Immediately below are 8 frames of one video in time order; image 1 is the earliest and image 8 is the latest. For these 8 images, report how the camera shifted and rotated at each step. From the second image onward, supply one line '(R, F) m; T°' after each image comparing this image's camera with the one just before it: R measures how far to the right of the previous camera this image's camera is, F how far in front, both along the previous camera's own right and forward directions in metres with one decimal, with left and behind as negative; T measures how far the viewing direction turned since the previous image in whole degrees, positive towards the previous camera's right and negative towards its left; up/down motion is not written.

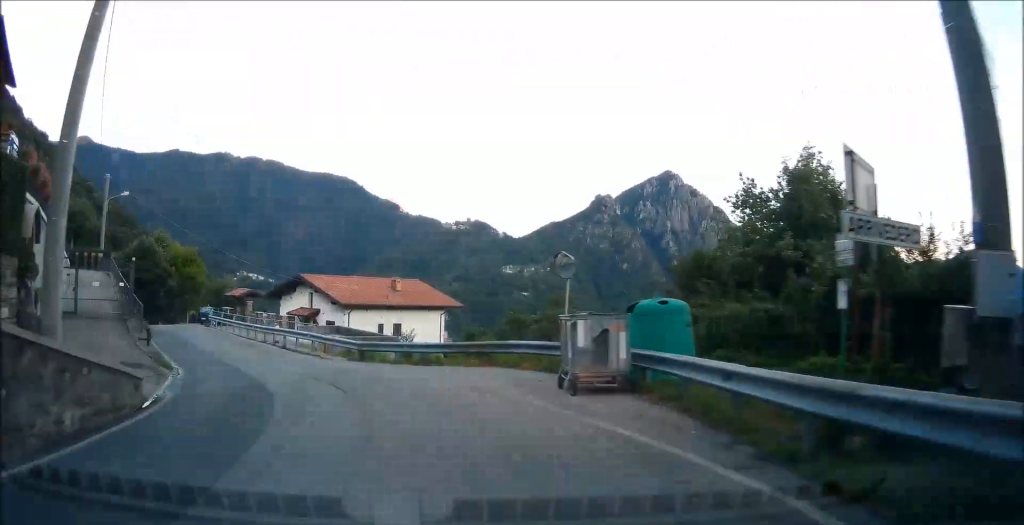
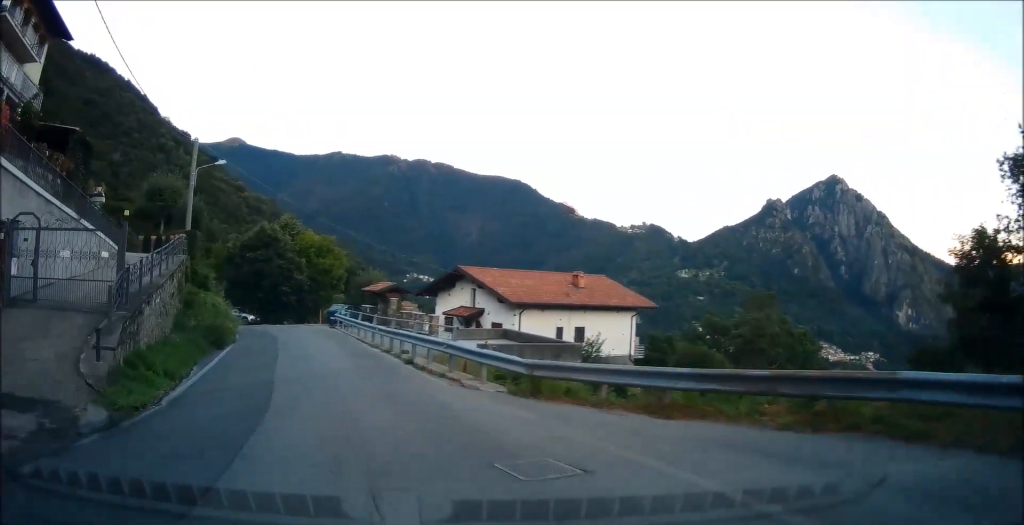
(-1.4, +11.1) m; -13°
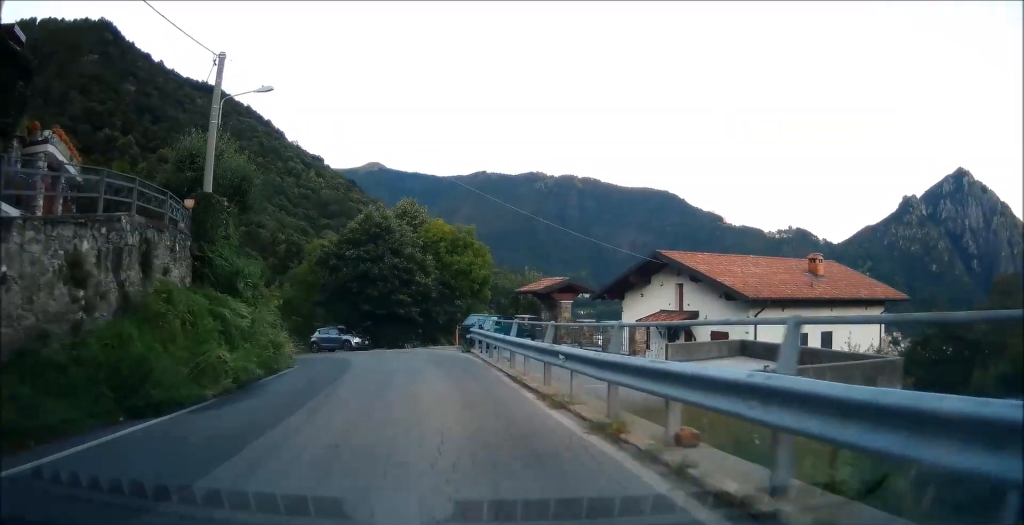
(-1.8, +16.8) m; -9°
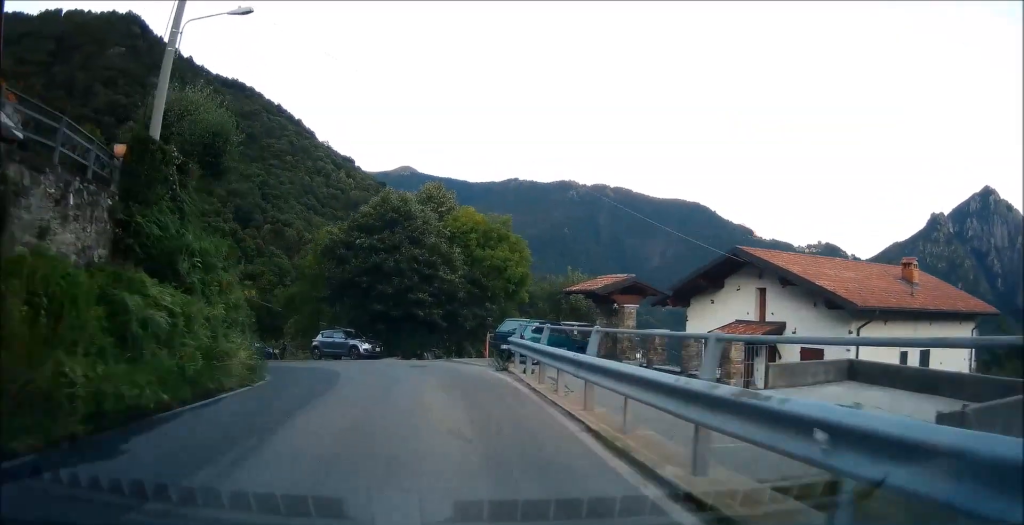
(0.0, +7.0) m; -4°
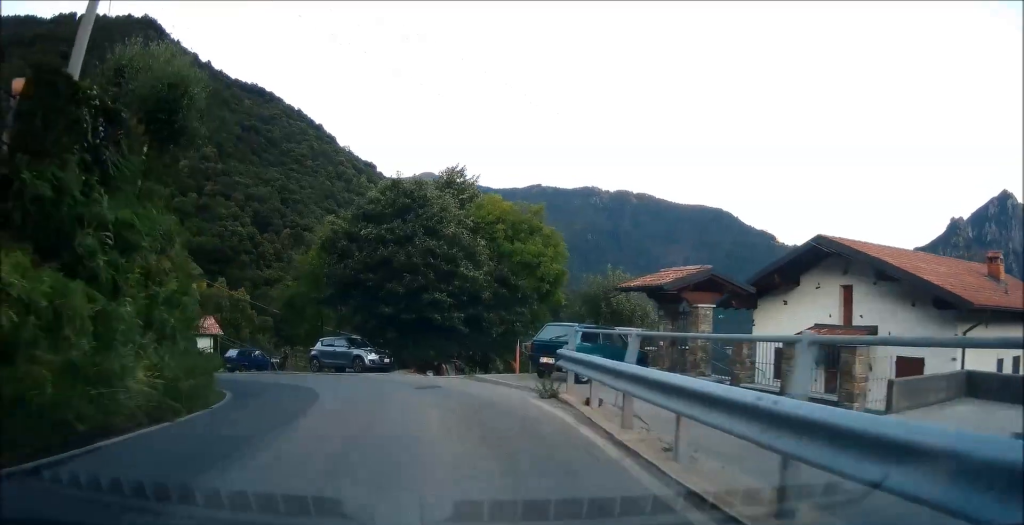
(-0.3, +5.6) m; -2°
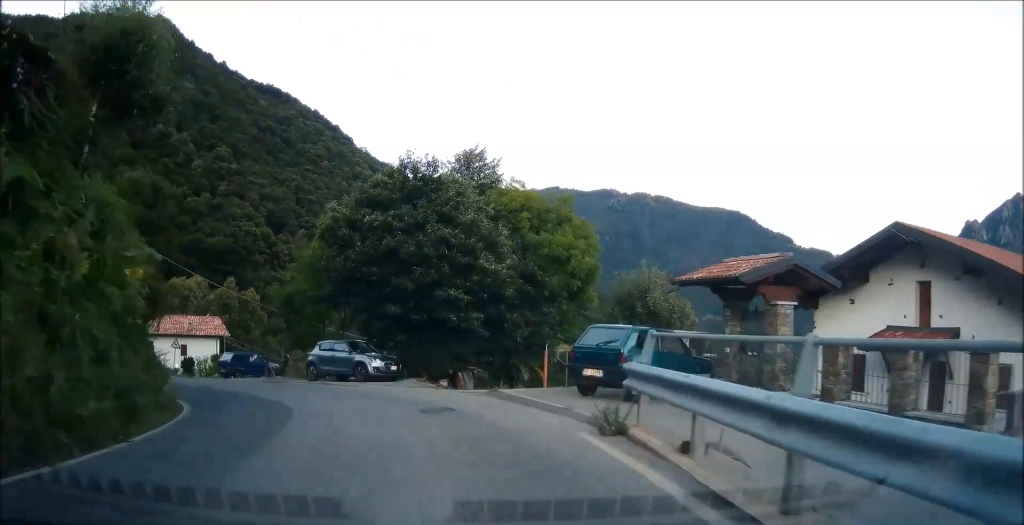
(-0.4, +4.1) m; -1°
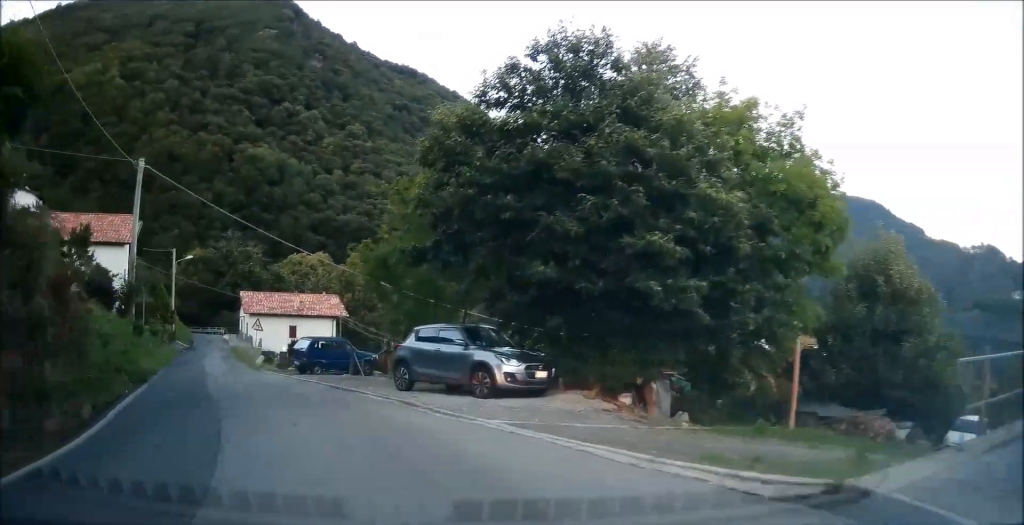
(+0.1, +11.1) m; -7°
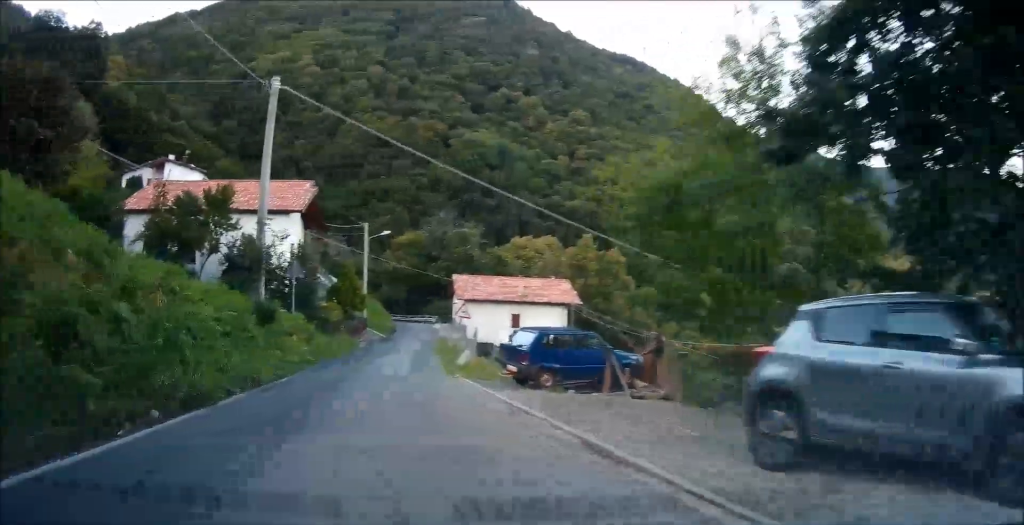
(-1.3, +9.4) m; -9°
